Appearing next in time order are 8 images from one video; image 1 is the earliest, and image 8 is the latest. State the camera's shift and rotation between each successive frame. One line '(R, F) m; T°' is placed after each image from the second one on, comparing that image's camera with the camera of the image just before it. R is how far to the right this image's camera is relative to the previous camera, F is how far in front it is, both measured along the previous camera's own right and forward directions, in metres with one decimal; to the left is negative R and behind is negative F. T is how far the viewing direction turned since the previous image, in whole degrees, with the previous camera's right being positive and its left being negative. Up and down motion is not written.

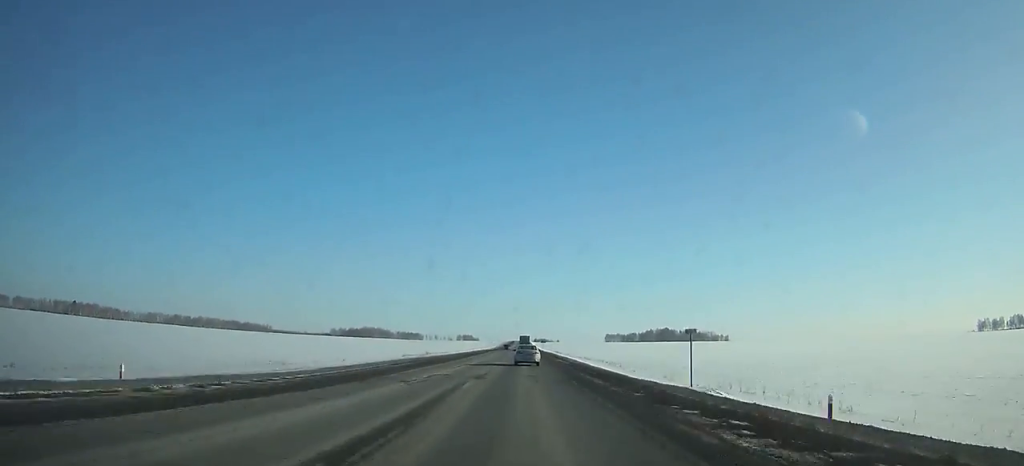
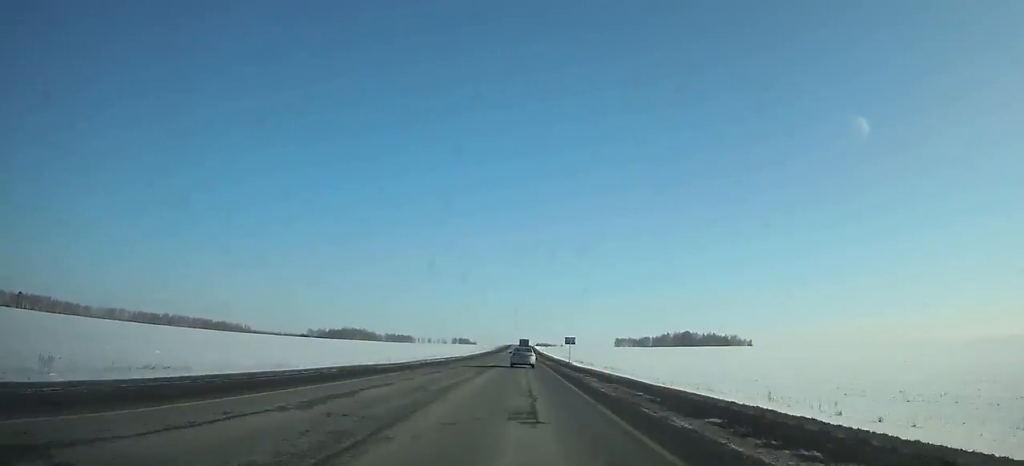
(-0.2, +108.4) m; 0°
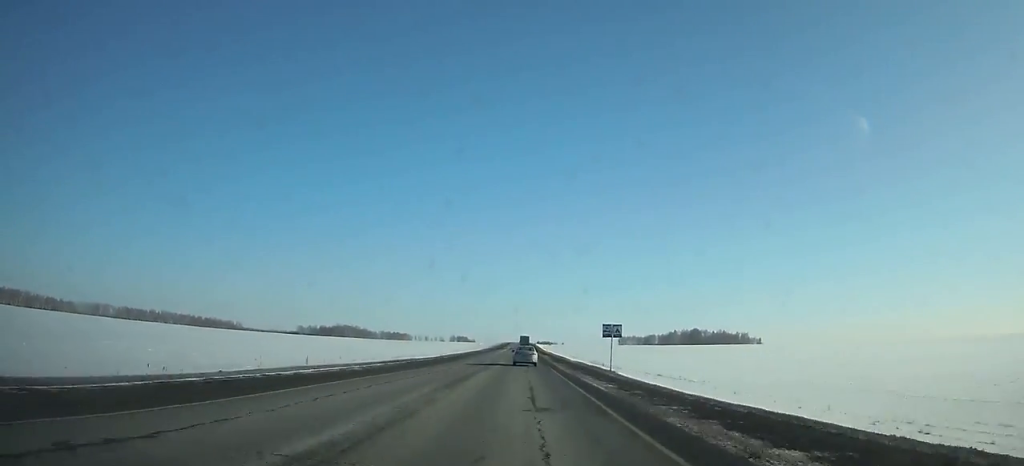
(-0.1, +39.6) m; 0°
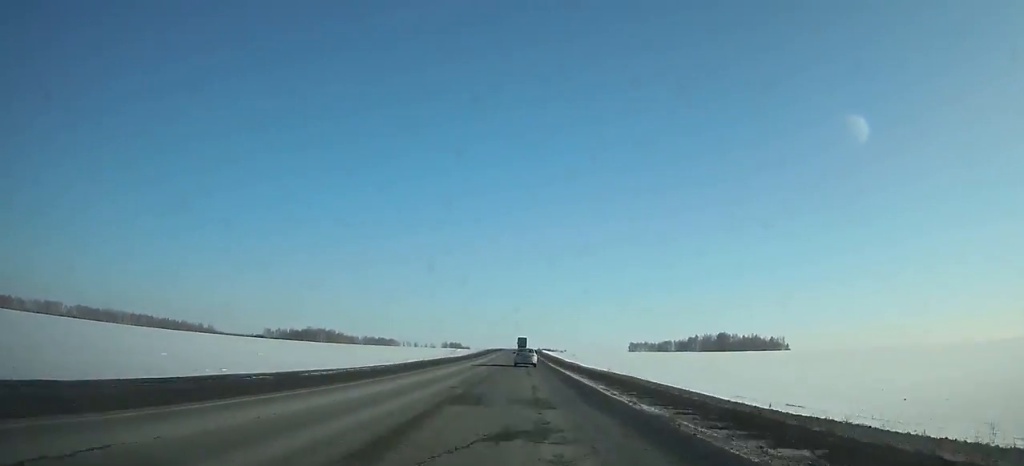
(+0.1, +107.4) m; 0°
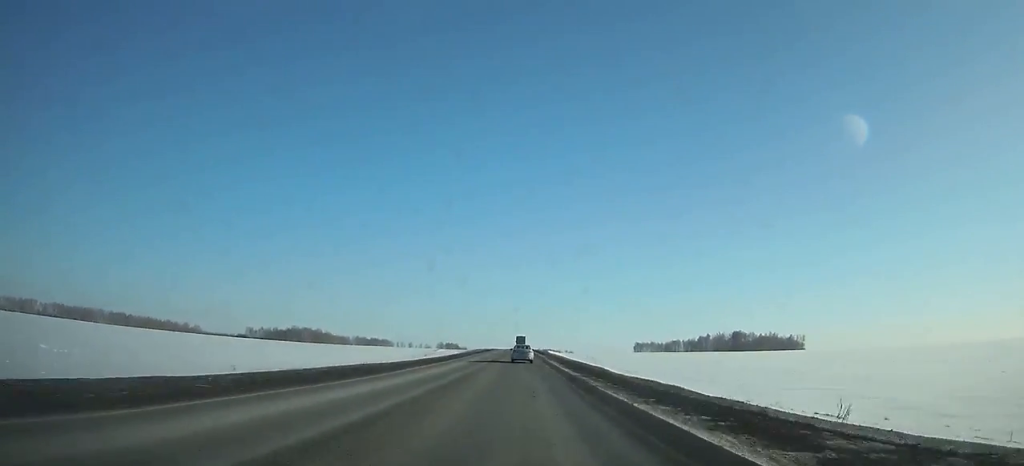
(+0.2, +47.8) m; 0°
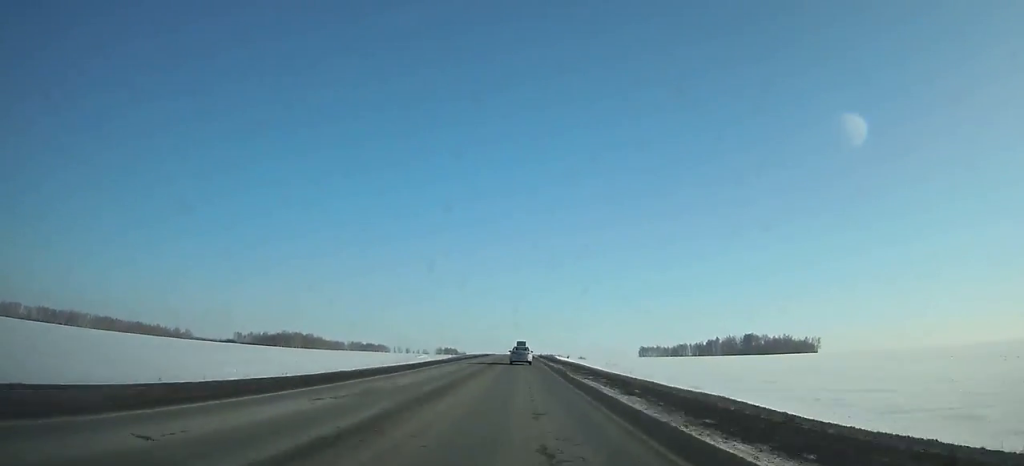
(-0.2, +30.2) m; 0°
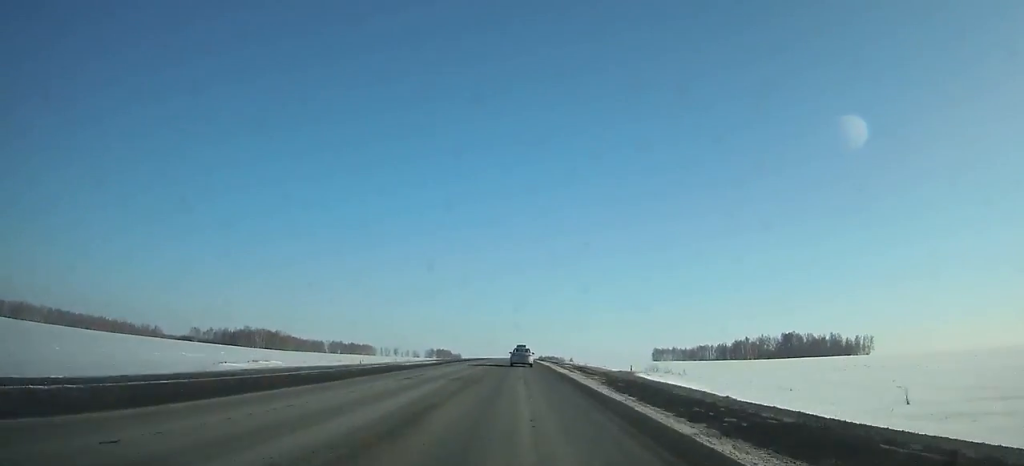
(+0.1, +89.1) m; 0°
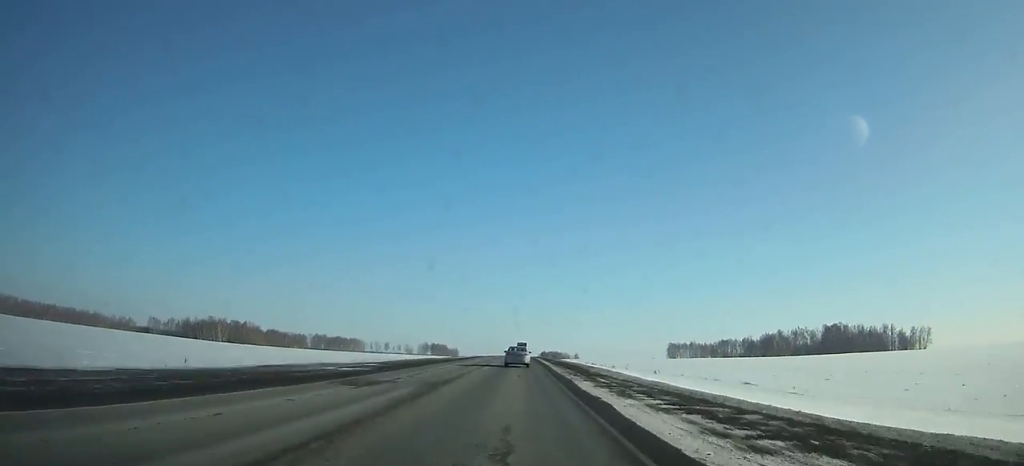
(0.0, +71.4) m; 0°
